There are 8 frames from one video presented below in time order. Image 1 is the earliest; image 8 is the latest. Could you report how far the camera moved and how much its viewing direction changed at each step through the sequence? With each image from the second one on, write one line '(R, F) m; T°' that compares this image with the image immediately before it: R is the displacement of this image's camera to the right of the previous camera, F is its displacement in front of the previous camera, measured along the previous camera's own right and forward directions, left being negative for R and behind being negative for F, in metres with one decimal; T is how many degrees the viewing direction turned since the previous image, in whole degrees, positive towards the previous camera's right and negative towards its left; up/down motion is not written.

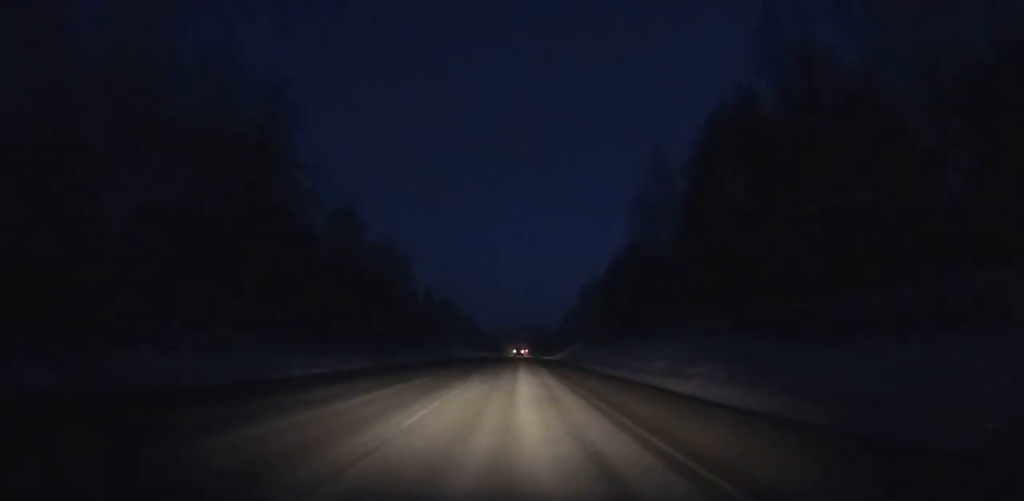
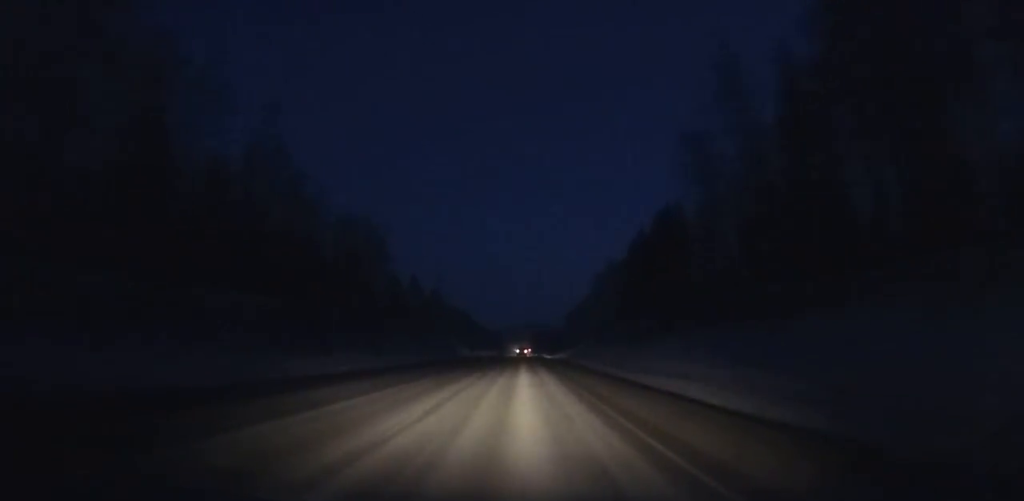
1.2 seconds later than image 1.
(0.0, +25.9) m; 0°
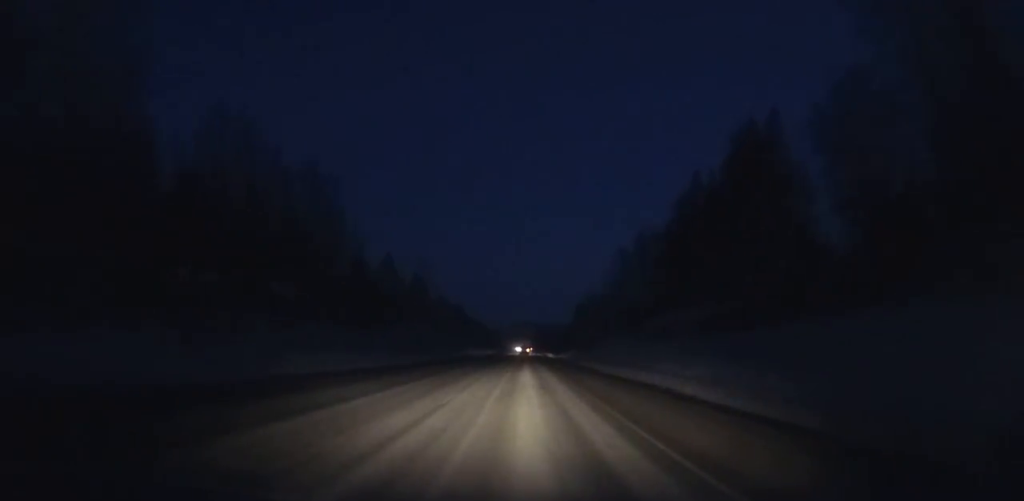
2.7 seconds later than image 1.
(0.0, +32.4) m; 0°
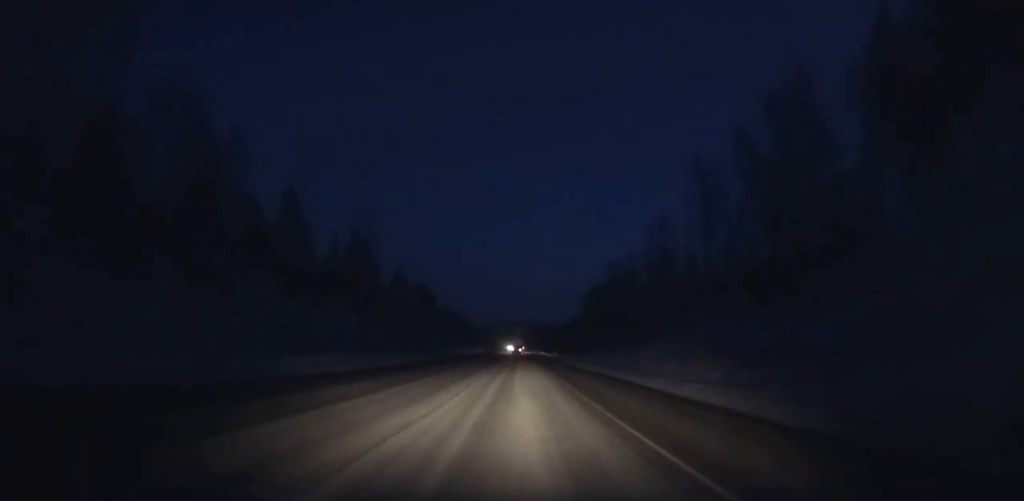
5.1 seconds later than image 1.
(+0.1, +51.9) m; 0°
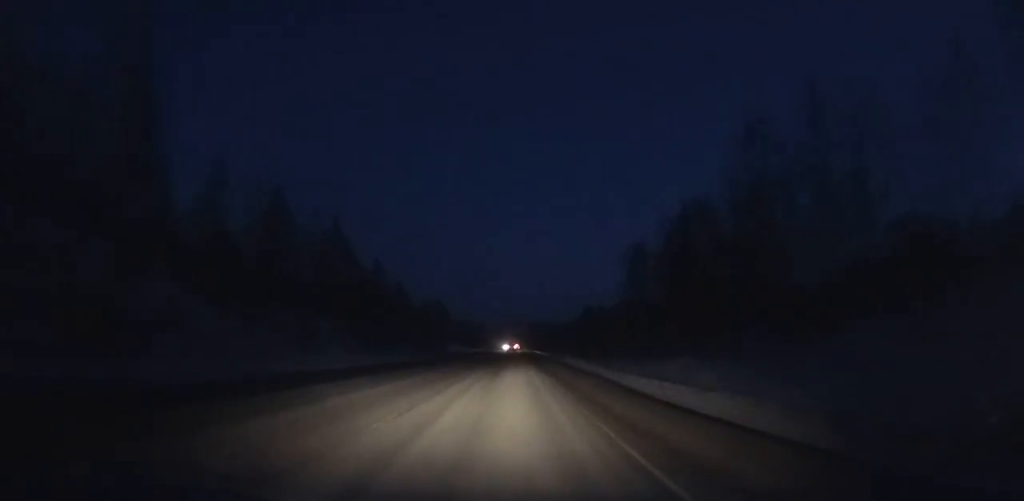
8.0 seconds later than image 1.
(+0.4, +63.6) m; 0°
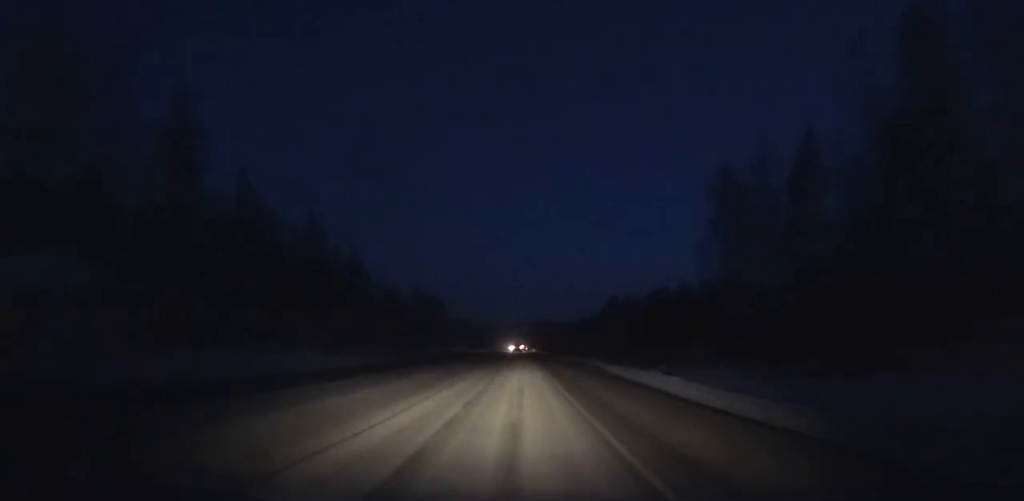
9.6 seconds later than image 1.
(-0.1, +35.9) m; 0°
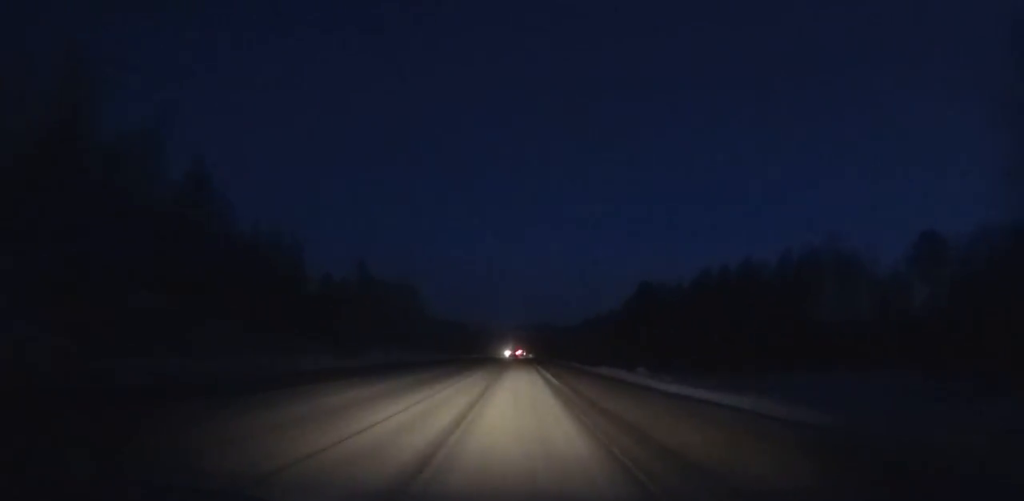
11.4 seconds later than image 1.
(-0.1, +40.7) m; 0°
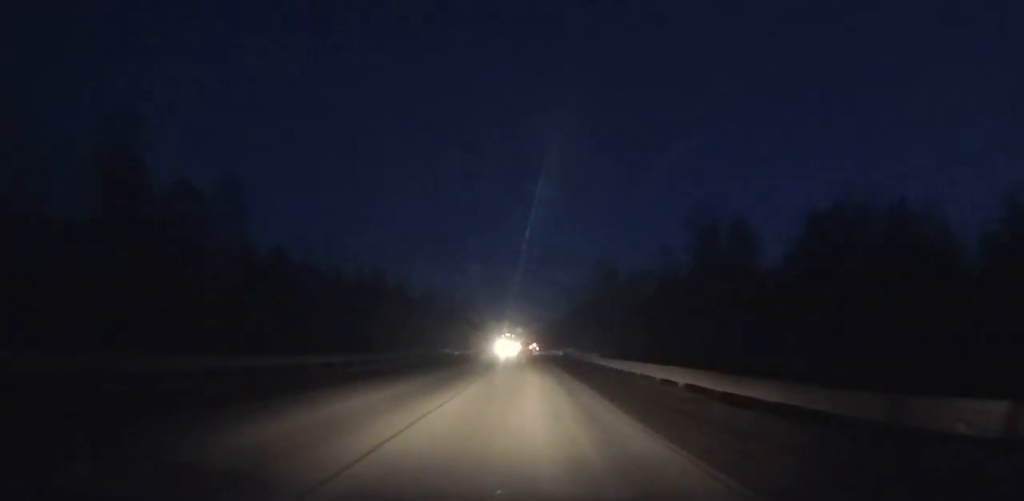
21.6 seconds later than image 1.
(-1.3, +232.7) m; 0°
